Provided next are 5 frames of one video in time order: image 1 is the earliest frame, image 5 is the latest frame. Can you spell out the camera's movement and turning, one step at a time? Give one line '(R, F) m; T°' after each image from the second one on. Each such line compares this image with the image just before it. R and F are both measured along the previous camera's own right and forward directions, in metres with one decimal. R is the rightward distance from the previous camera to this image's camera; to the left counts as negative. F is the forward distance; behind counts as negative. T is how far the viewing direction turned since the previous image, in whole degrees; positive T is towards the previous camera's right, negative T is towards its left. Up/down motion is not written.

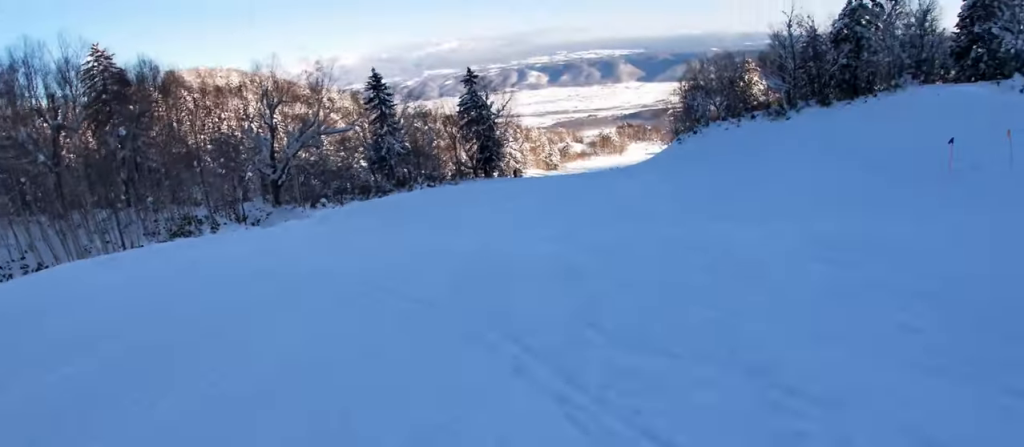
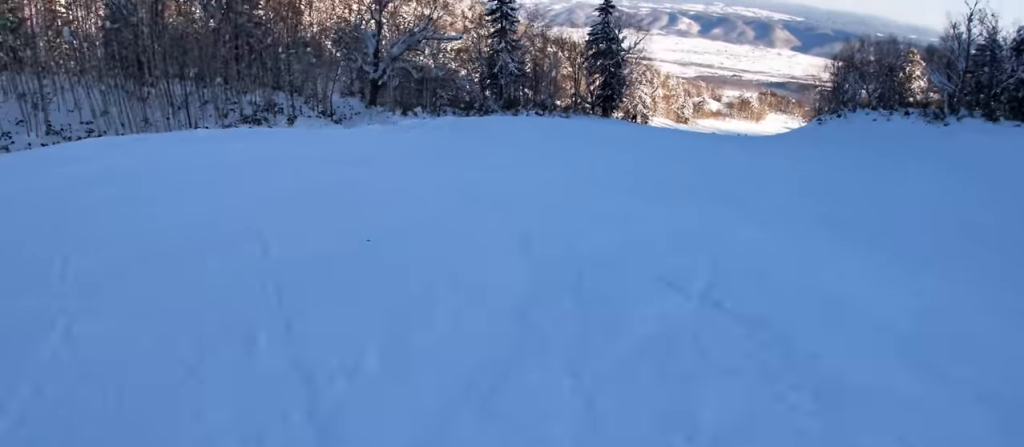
(-0.1, +5.3) m; -1°
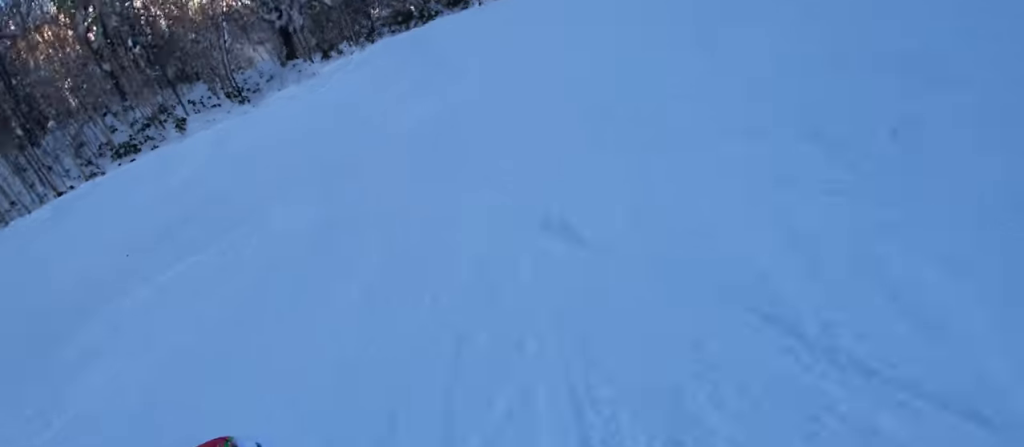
(+2.1, +11.7) m; +12°
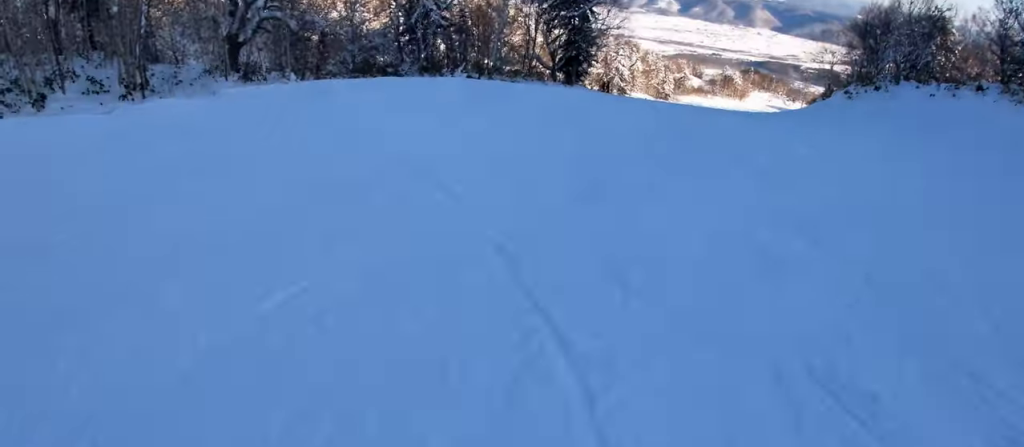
(-1.0, +7.7) m; -12°
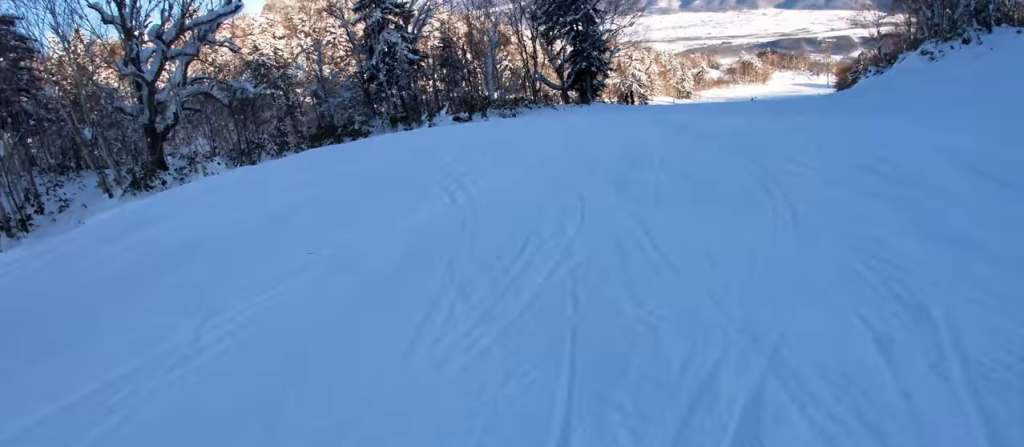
(0.0, +11.1) m; +9°
